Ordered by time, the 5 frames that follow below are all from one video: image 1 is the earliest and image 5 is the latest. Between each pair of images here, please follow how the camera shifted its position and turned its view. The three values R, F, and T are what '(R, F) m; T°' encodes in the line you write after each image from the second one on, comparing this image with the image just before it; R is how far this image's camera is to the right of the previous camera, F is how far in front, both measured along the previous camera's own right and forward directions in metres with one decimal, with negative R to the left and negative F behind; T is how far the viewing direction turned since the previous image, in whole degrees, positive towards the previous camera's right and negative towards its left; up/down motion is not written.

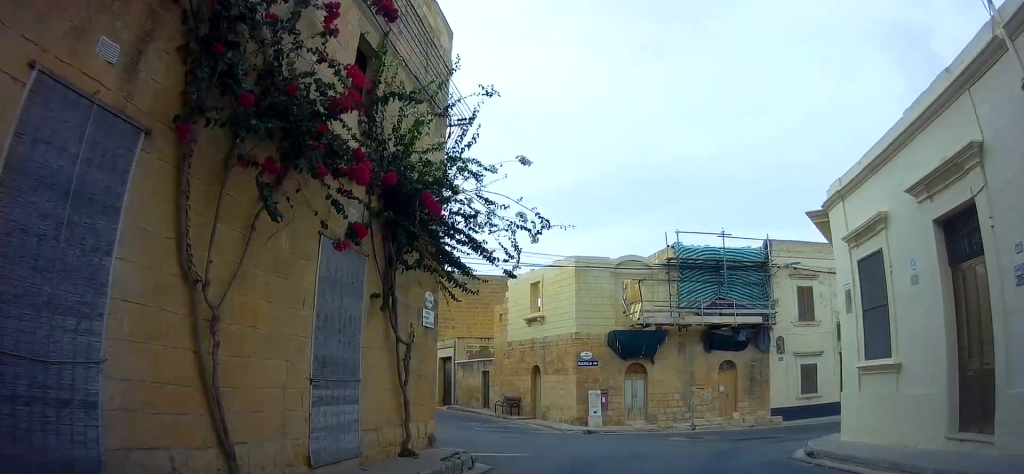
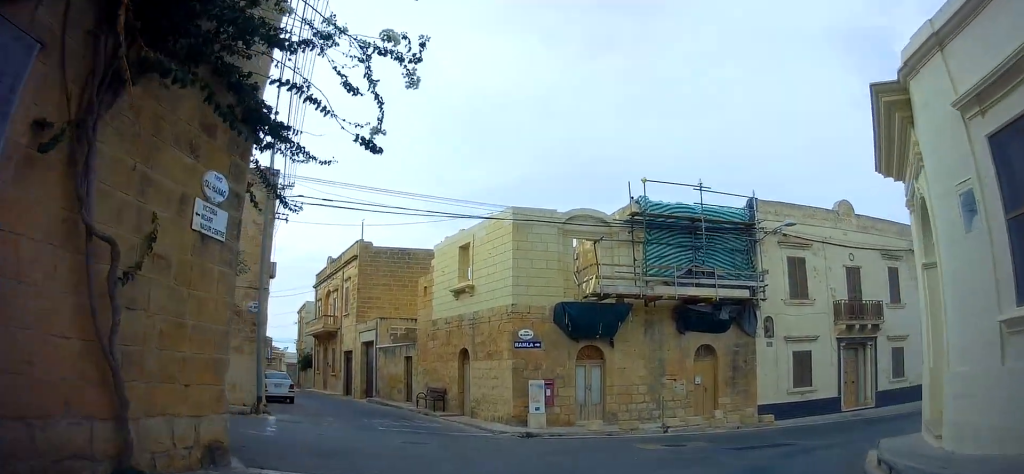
(0.0, +6.1) m; -2°
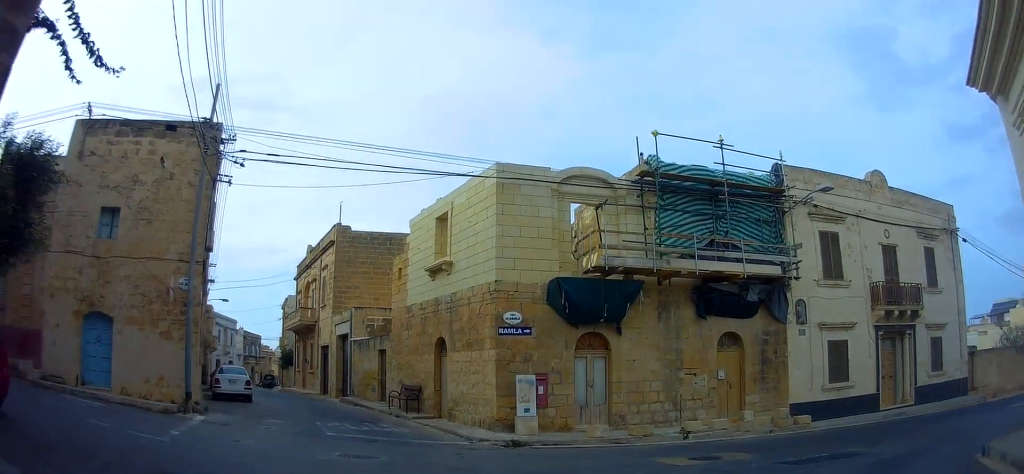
(-0.1, +4.7) m; -2°
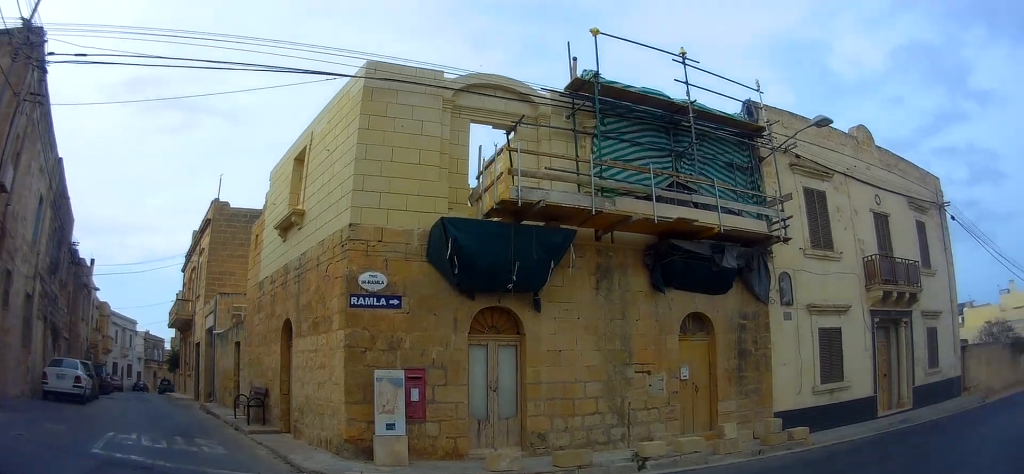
(0.0, +7.7) m; +12°
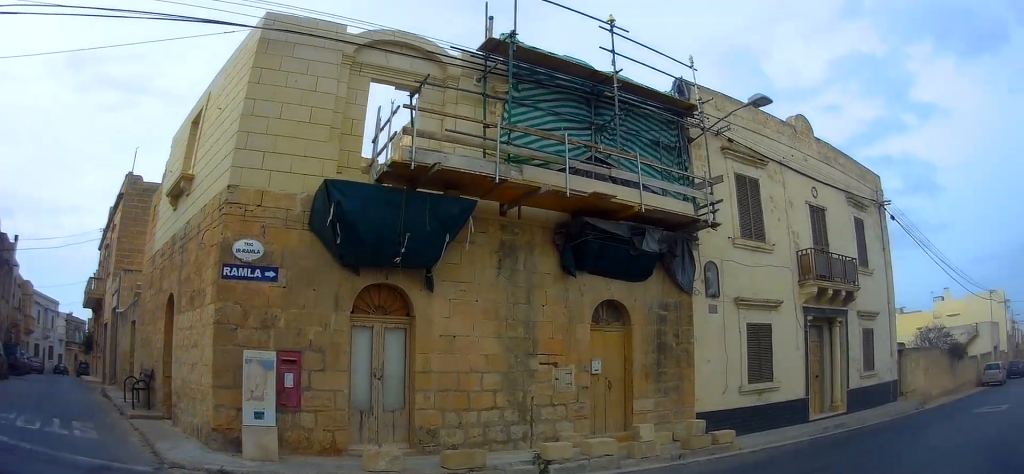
(-0.1, +0.8) m; +10°
